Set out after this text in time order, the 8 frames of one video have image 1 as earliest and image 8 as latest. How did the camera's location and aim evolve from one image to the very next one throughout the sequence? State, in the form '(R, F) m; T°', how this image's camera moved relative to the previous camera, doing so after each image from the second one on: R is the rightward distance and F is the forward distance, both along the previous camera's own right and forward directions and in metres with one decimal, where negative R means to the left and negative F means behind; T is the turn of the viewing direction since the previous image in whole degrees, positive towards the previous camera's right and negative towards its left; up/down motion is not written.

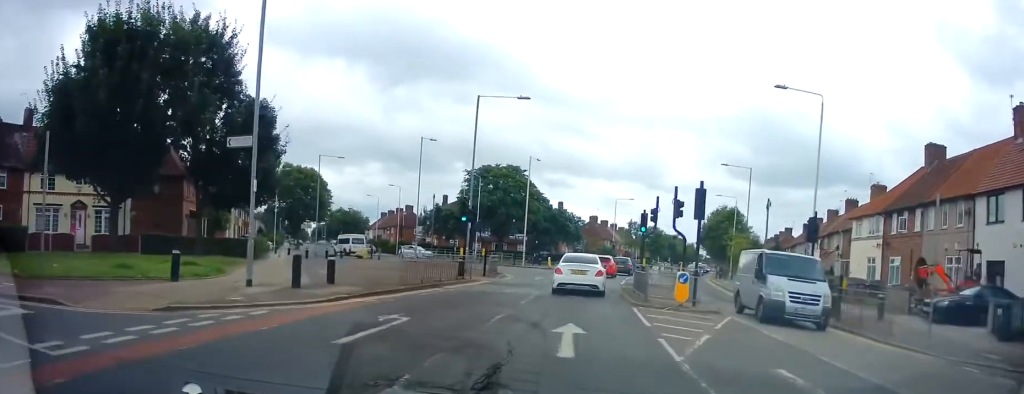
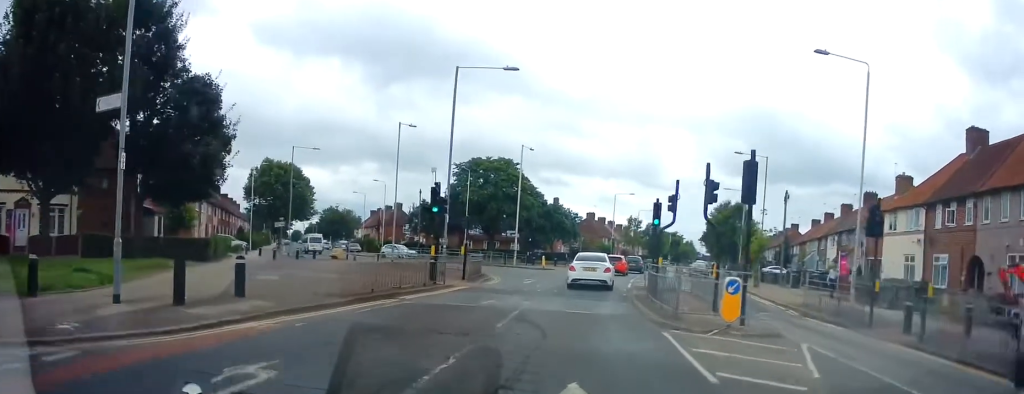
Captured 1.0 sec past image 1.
(-0.2, +5.5) m; -1°
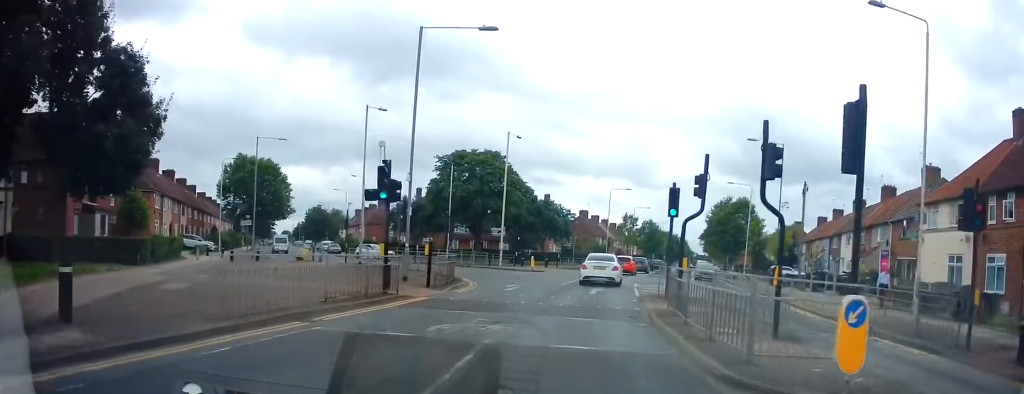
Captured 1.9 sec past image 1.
(+0.1, +5.3) m; +3°
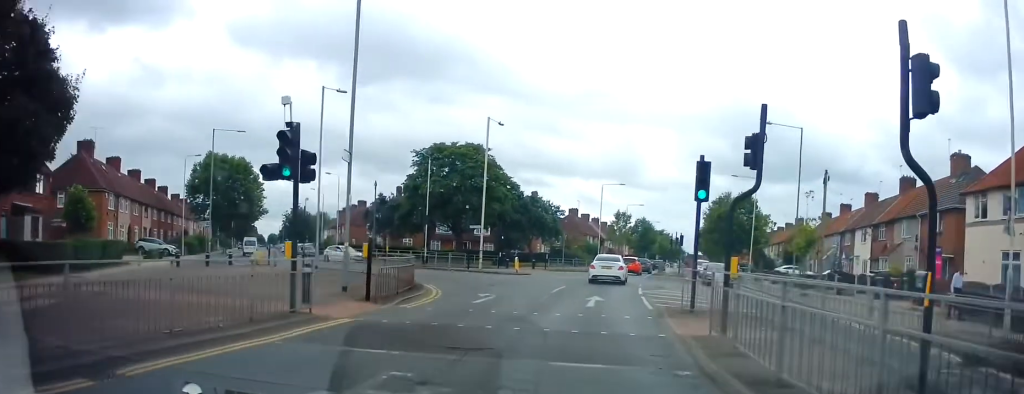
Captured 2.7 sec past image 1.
(+0.2, +5.3) m; +4°
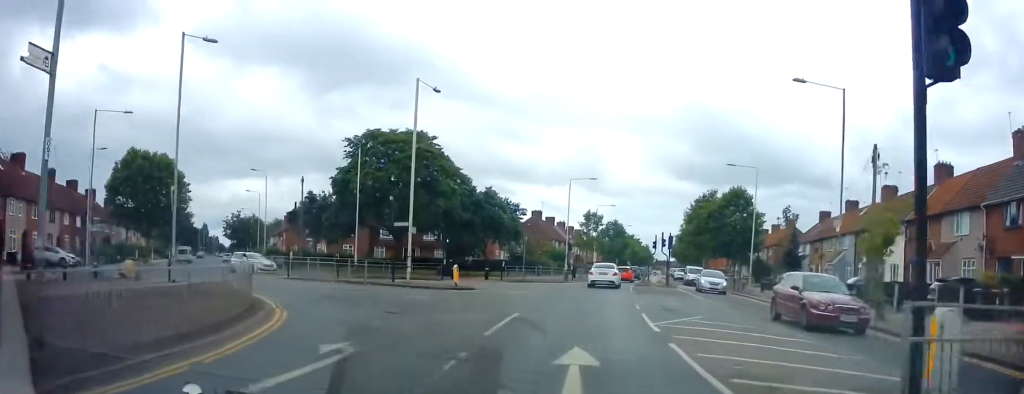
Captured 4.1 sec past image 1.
(+0.2, +10.4) m; +1°
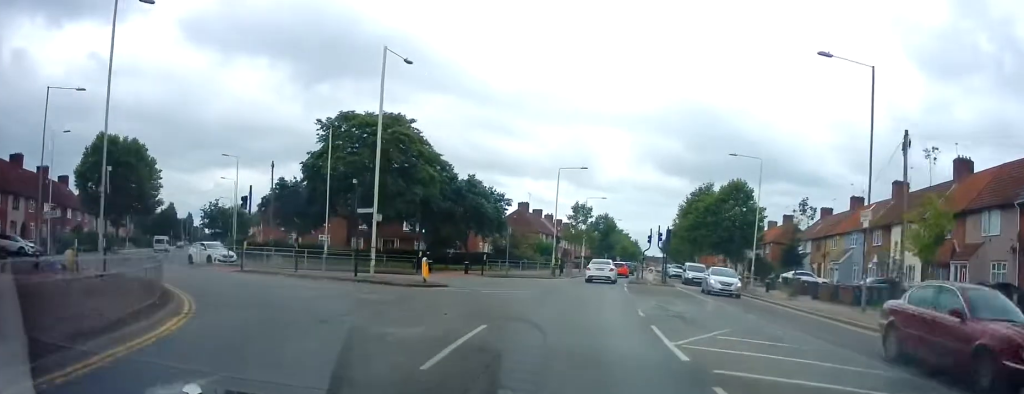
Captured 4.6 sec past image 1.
(-0.1, +3.7) m; 0°
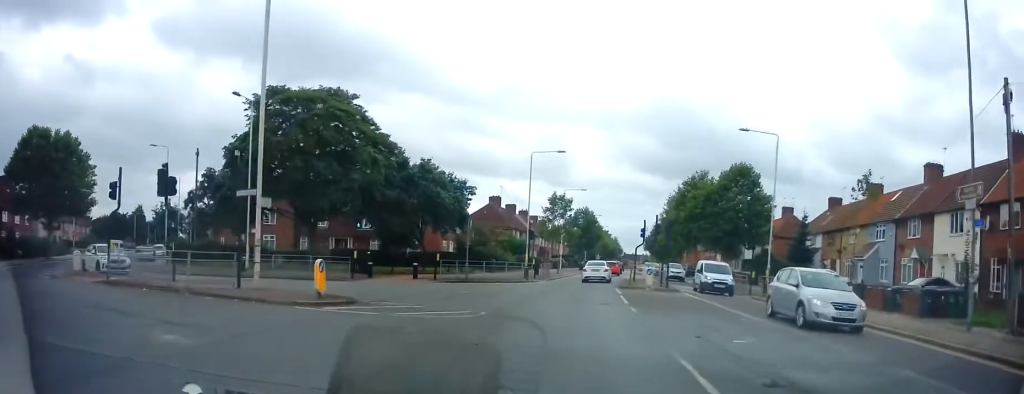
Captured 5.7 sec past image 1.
(+0.3, +8.2) m; +4°
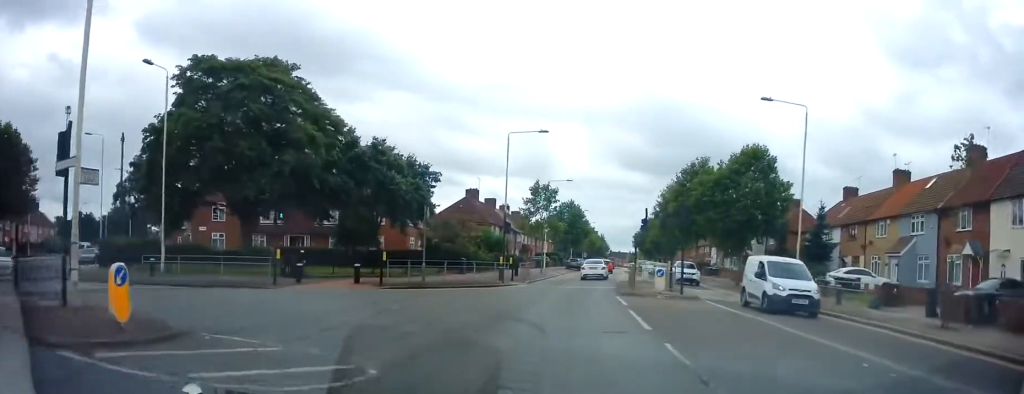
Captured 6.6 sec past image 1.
(+0.2, +7.0) m; +2°
